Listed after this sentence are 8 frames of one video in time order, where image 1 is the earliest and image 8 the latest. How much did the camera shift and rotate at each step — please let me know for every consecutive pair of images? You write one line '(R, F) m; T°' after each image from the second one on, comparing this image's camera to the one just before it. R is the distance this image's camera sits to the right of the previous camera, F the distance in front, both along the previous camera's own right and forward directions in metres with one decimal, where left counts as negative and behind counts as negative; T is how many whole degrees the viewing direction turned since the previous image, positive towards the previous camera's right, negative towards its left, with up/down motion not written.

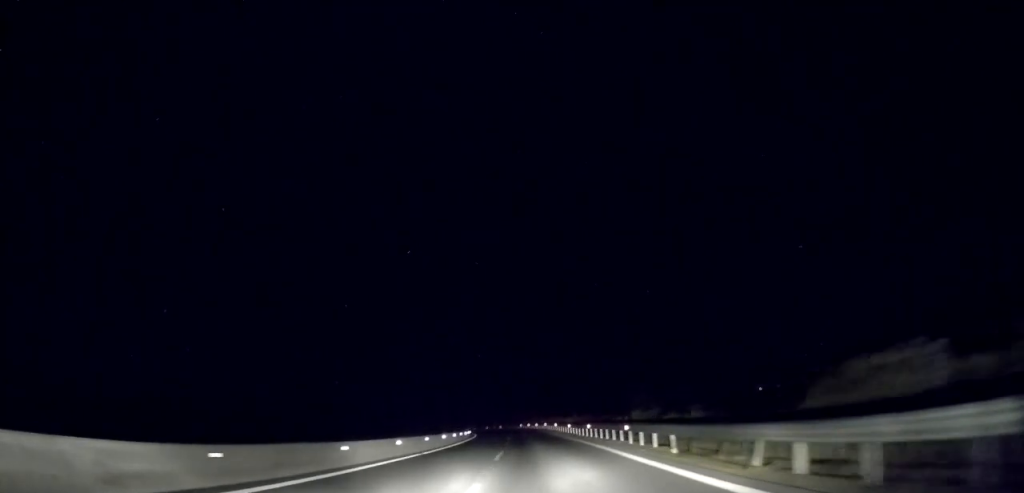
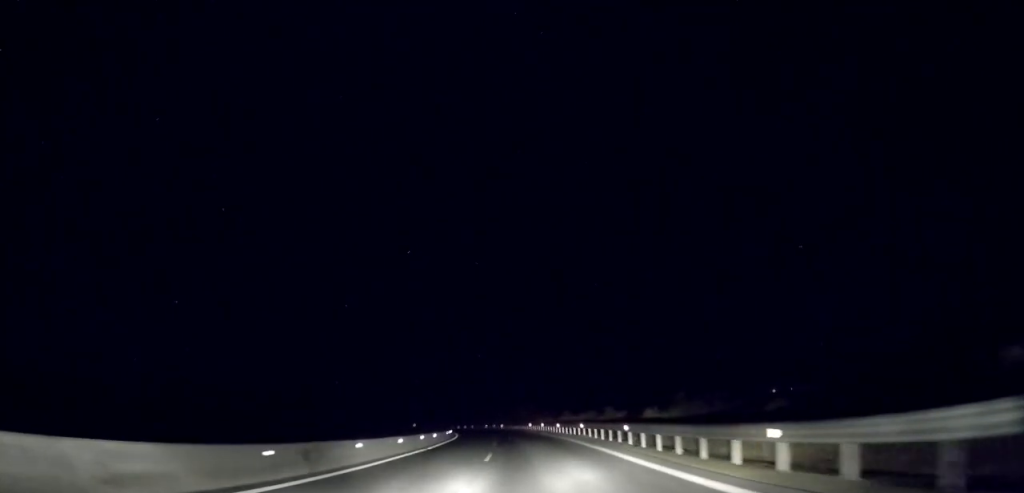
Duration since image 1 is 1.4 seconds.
(-0.2, +37.5) m; -2°
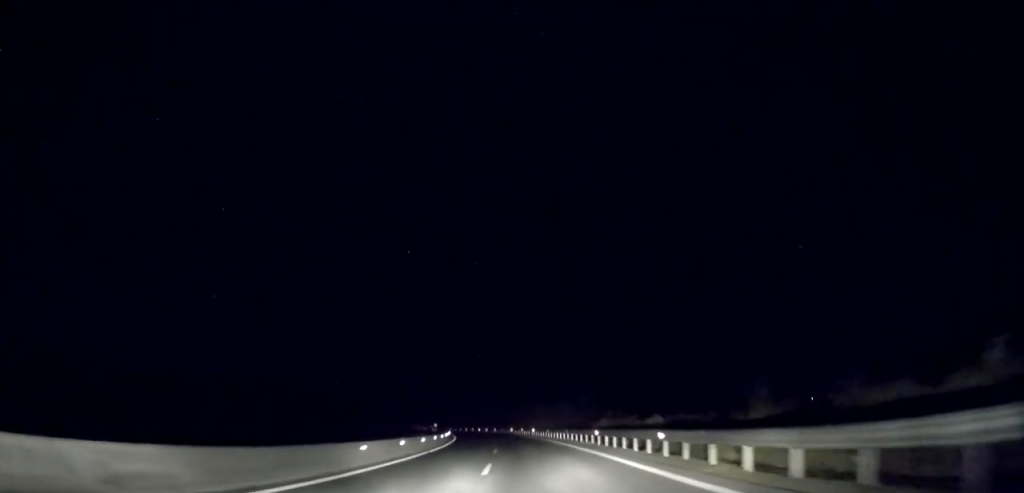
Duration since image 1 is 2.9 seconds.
(-1.2, +40.6) m; -3°
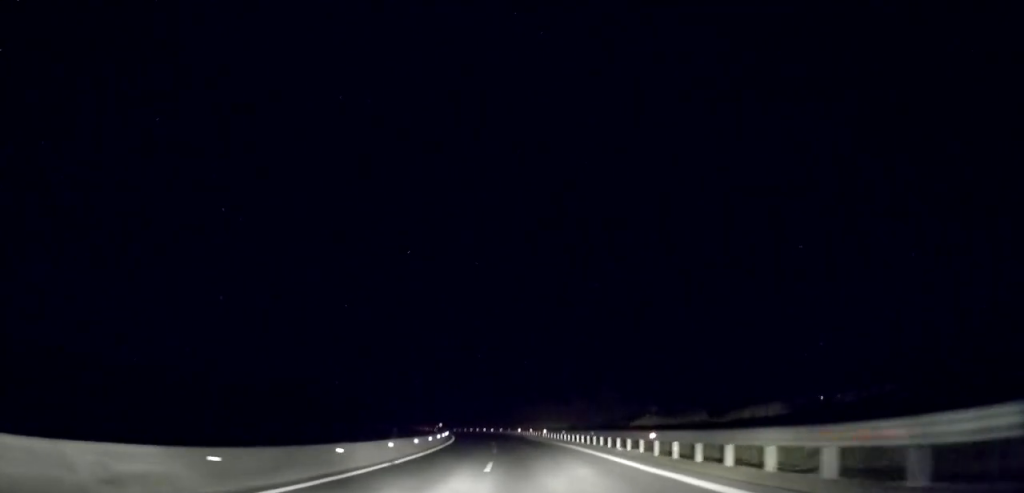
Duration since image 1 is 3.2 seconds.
(0.0, +11.0) m; -1°
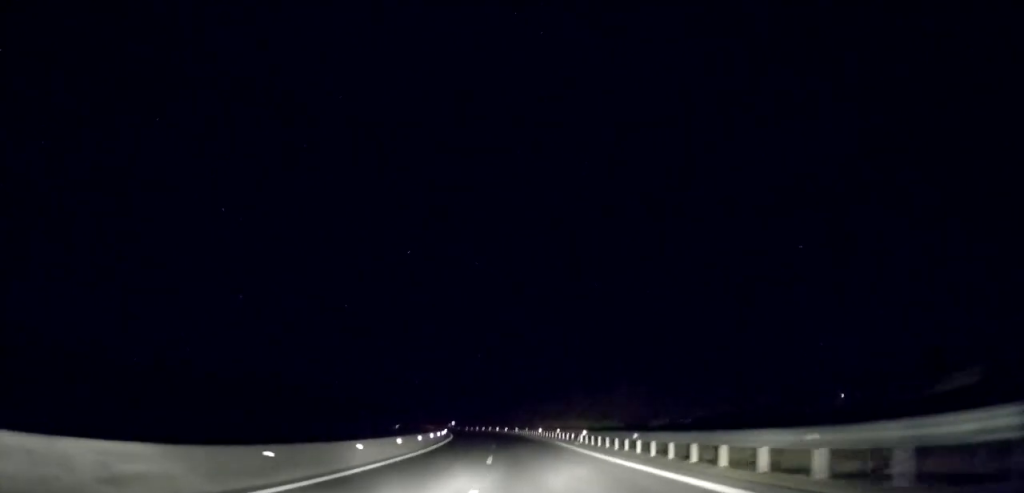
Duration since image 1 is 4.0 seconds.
(-0.3, +21.8) m; -2°
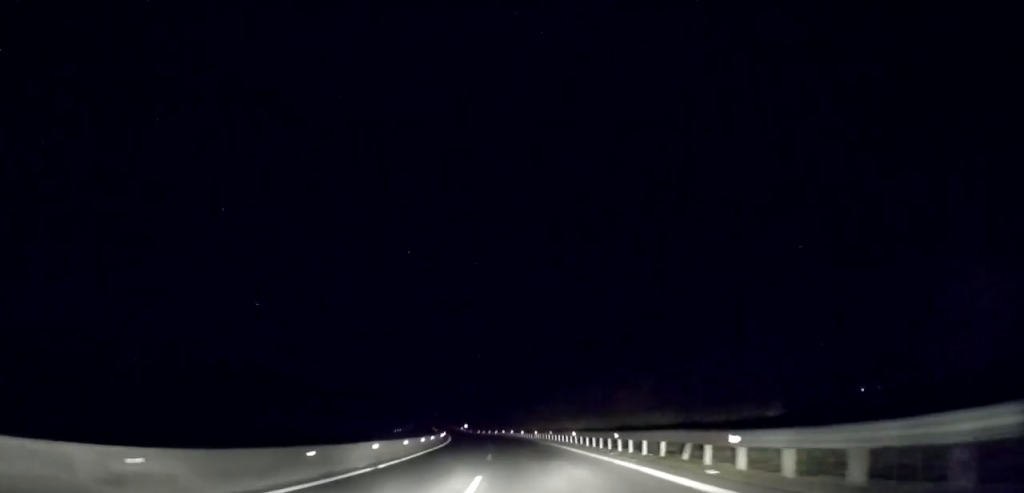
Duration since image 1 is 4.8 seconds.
(-0.3, +21.1) m; -3°
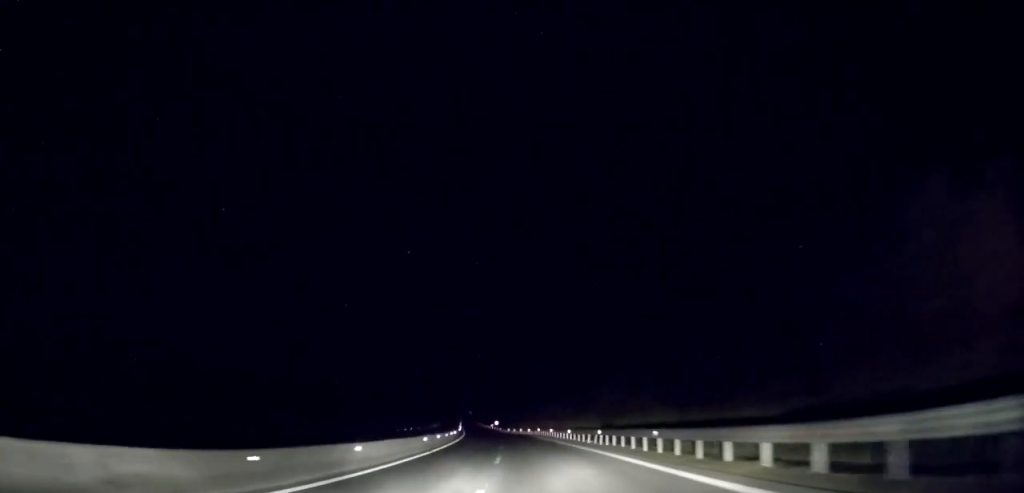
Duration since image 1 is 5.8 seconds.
(-0.9, +28.6) m; -3°
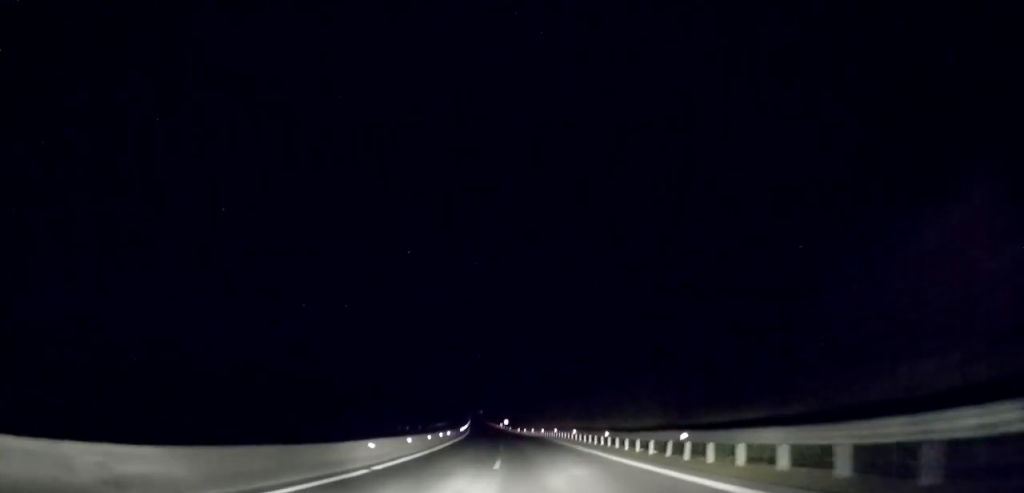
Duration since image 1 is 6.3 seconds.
(-0.1, +14.5) m; -1°
